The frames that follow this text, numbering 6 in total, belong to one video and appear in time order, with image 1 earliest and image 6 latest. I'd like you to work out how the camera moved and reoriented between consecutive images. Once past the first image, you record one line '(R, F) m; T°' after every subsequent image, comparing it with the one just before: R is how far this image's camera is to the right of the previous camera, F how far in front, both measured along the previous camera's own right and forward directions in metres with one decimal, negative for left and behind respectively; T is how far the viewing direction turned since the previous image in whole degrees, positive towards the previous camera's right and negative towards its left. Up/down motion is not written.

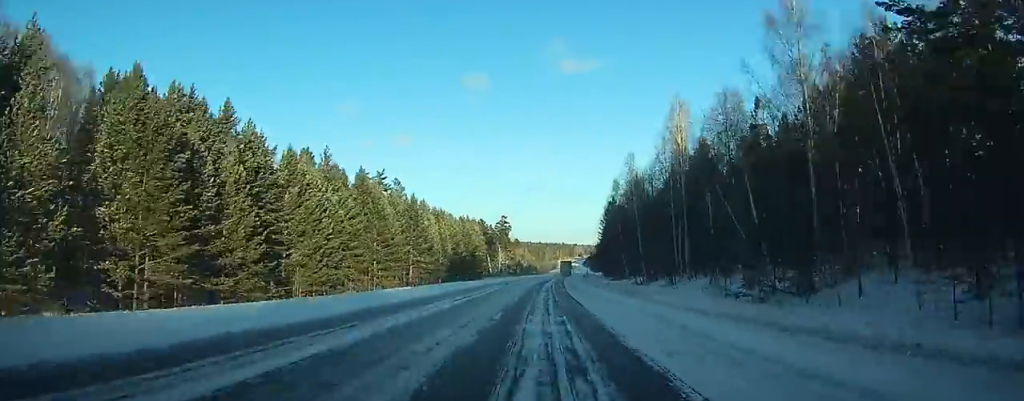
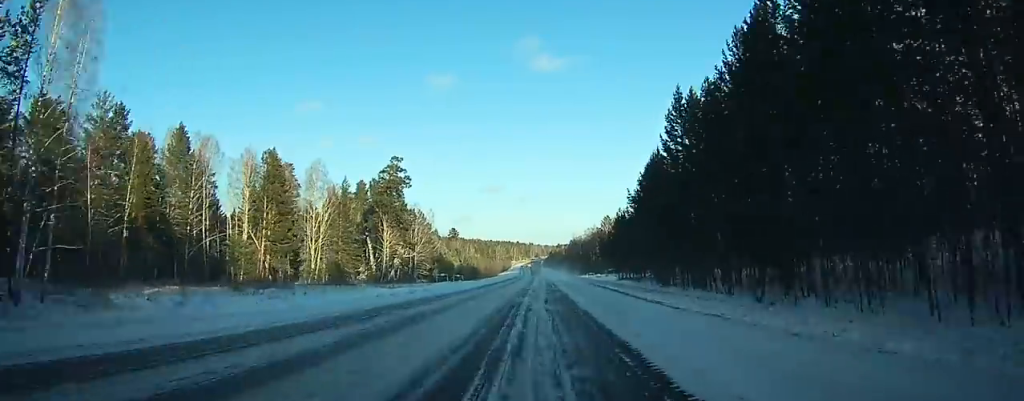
(+5.8, +130.3) m; +5°
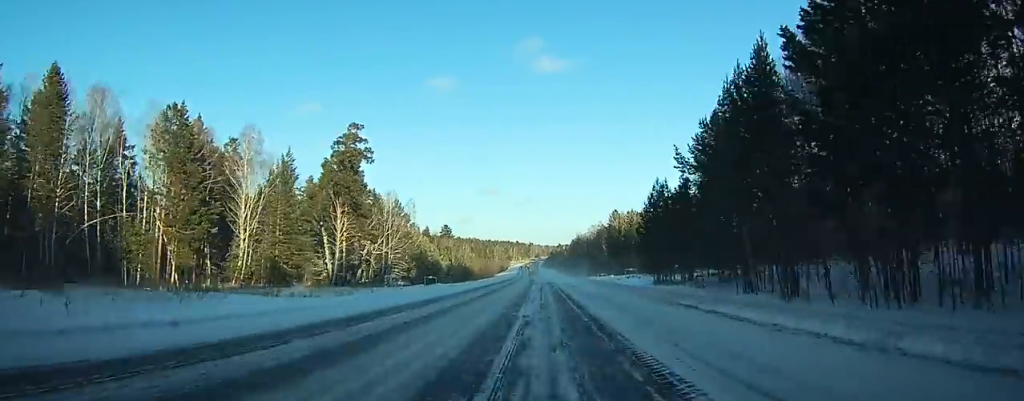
(+0.2, +27.9) m; 0°
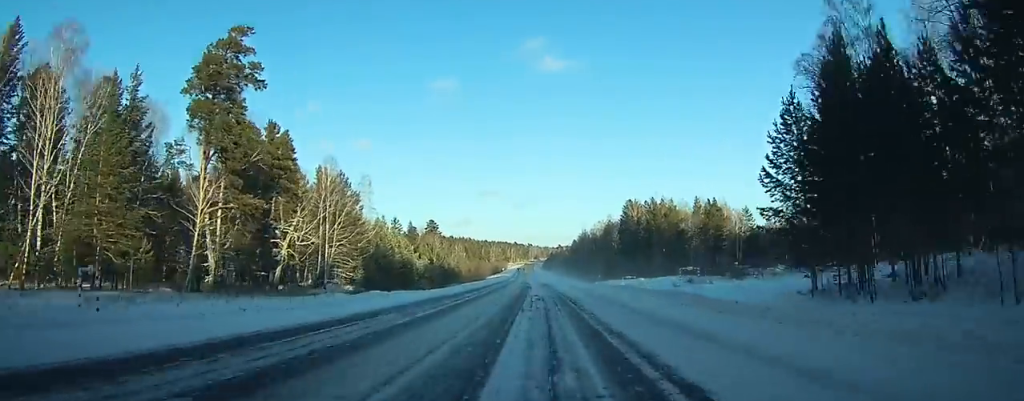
(+0.1, +38.7) m; 0°
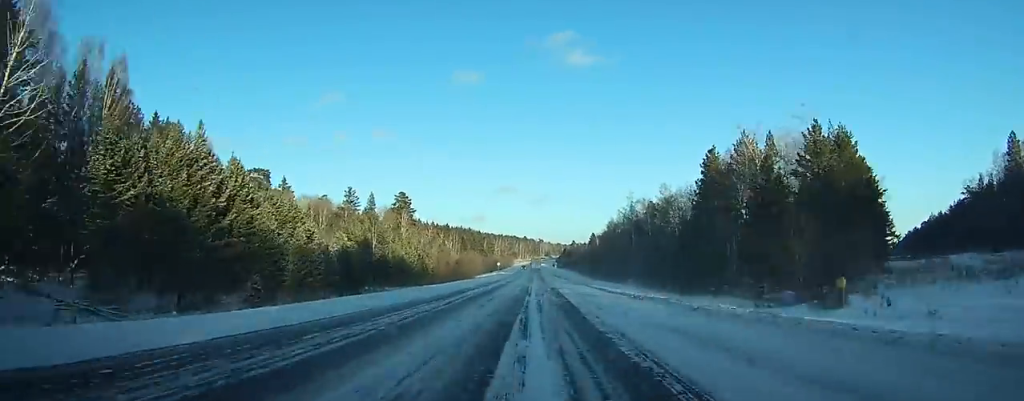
(-0.2, +82.0) m; 0°
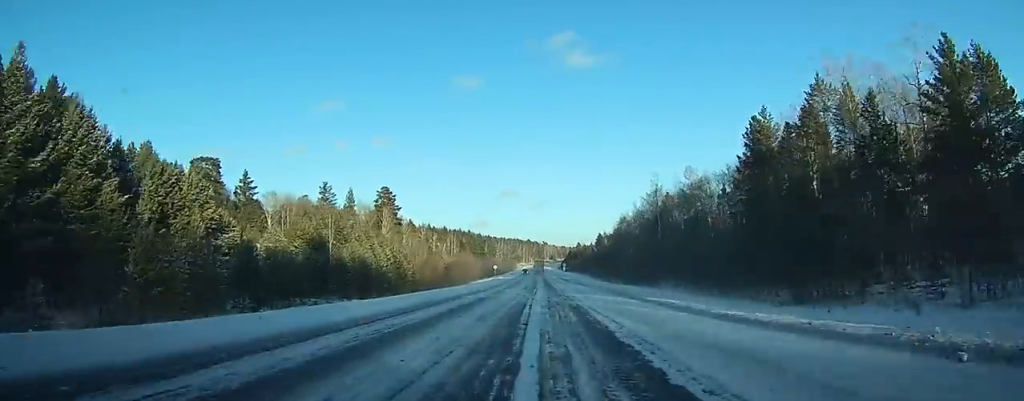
(0.0, +24.8) m; 0°
